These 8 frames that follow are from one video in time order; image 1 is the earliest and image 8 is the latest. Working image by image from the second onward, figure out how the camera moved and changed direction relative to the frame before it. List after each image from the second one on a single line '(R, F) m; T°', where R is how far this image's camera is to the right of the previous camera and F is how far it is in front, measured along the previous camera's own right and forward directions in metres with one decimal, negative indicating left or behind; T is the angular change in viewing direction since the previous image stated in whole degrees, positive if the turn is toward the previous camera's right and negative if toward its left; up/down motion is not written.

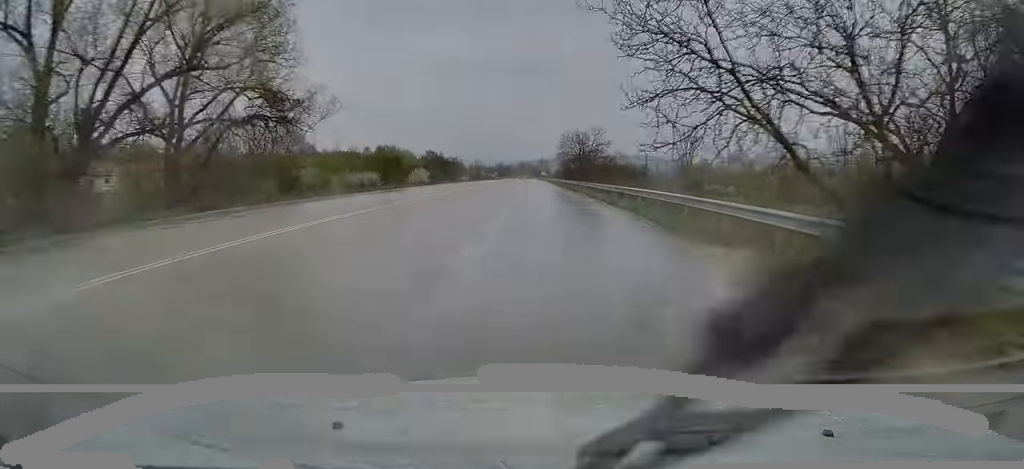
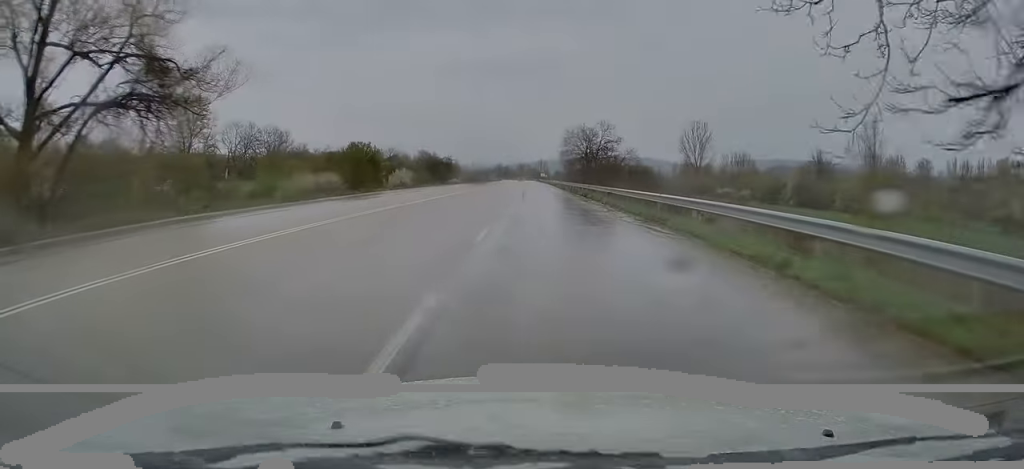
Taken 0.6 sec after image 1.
(0.0, +13.0) m; 0°
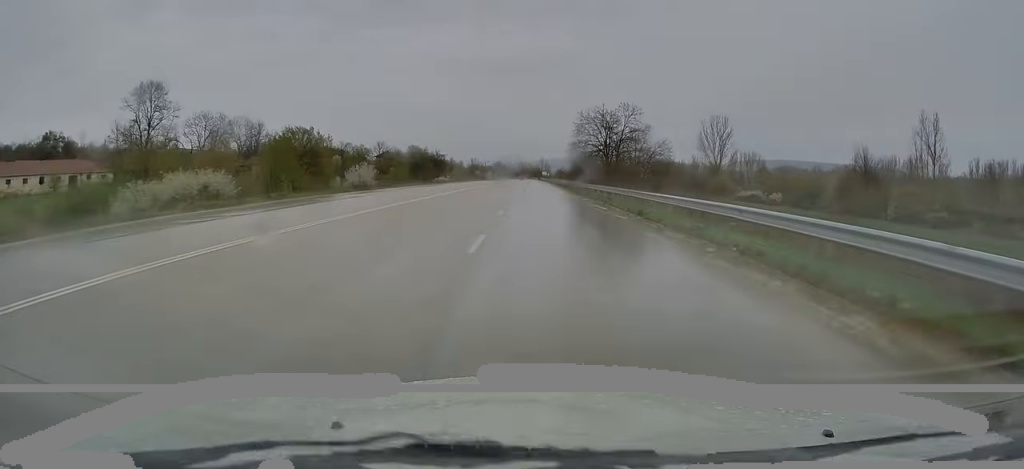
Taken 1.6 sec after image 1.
(0.0, +20.4) m; 0°
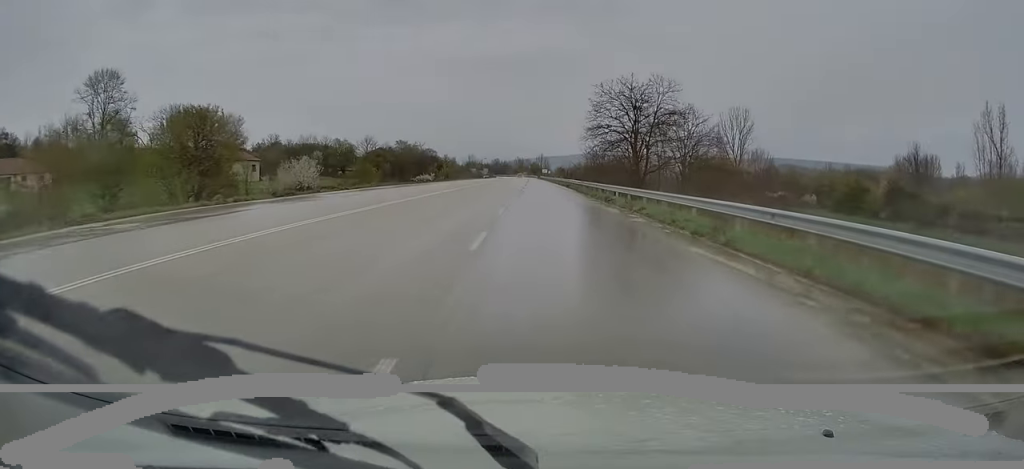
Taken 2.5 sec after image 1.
(+0.1, +17.7) m; -1°
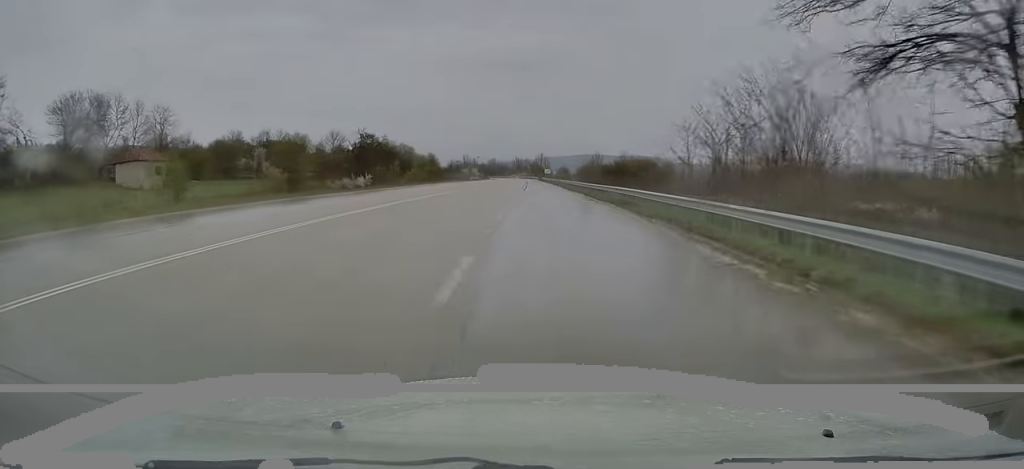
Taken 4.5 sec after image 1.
(-0.2, +39.8) m; +1°
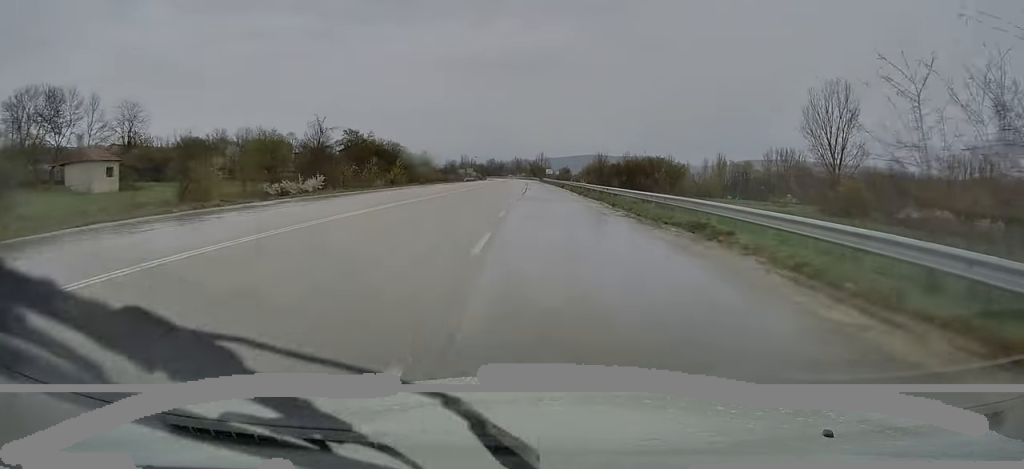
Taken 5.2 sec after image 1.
(+0.1, +14.1) m; 0°
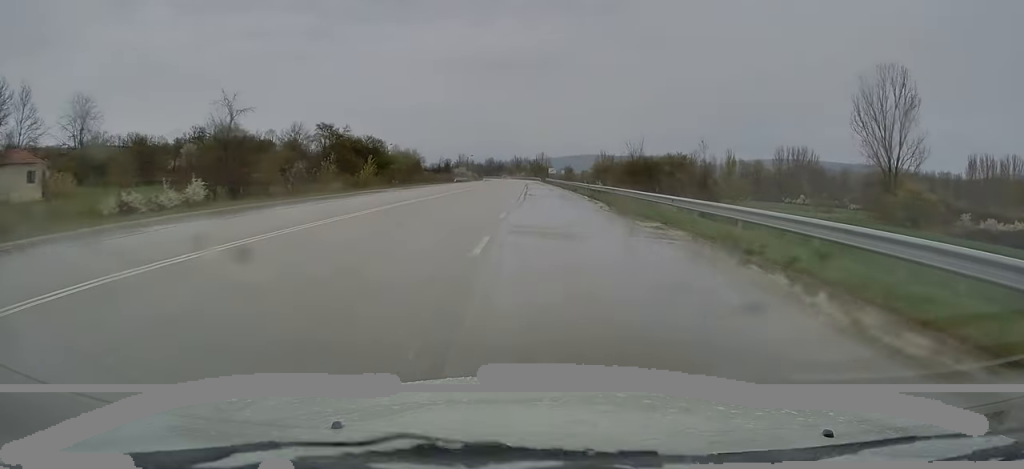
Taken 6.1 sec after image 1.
(-0.1, +18.1) m; -1°
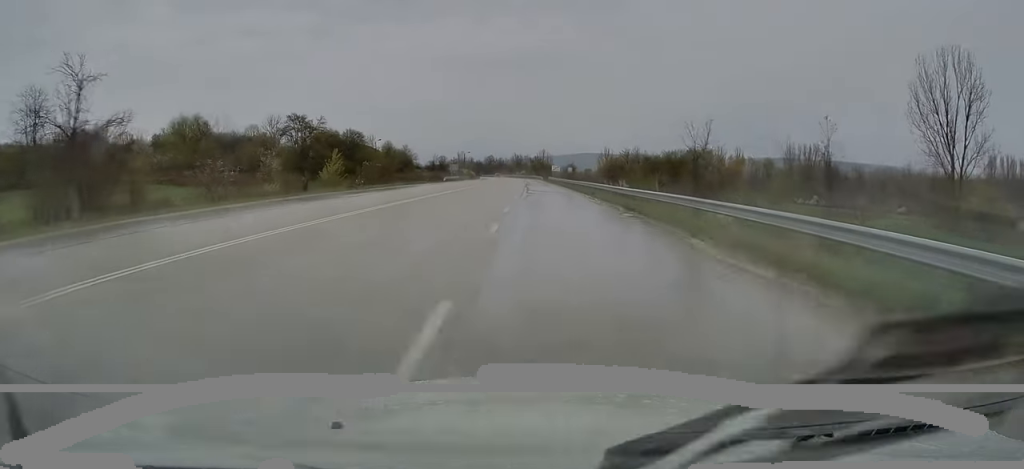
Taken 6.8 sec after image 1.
(-0.2, +15.4) m; 0°
